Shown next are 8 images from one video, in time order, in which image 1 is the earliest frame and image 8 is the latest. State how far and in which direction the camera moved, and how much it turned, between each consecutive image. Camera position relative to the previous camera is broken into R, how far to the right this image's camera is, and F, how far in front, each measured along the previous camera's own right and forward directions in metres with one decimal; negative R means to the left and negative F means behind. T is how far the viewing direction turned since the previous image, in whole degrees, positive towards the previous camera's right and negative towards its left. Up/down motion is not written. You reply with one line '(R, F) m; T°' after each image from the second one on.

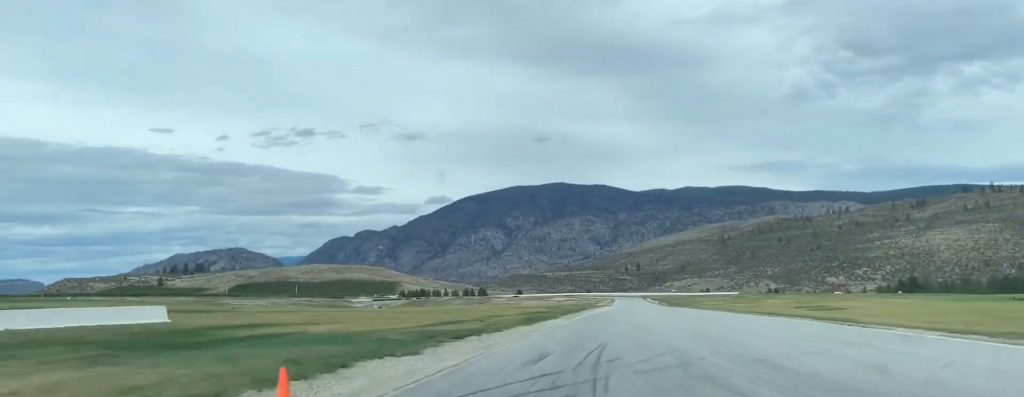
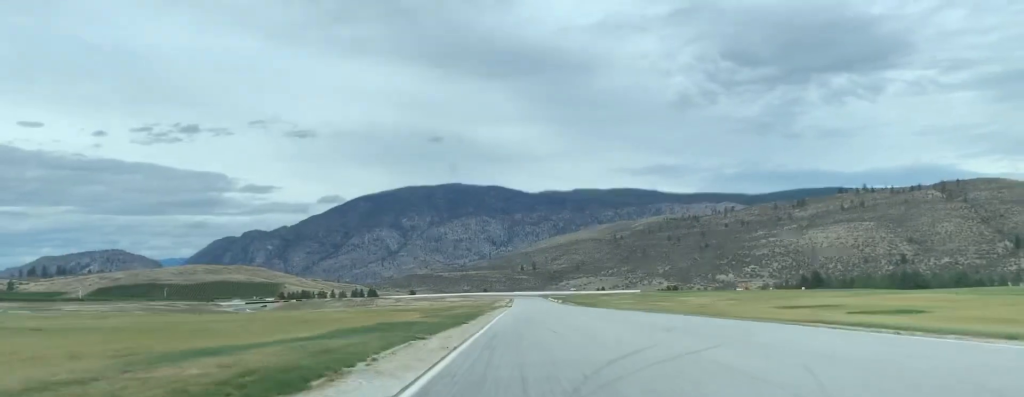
(+5.6, +32.7) m; +17°
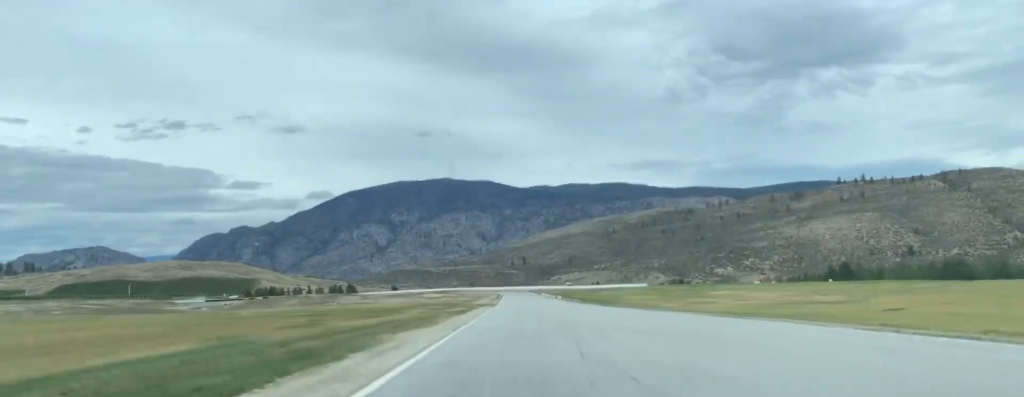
(+7.1, +47.8) m; +12°
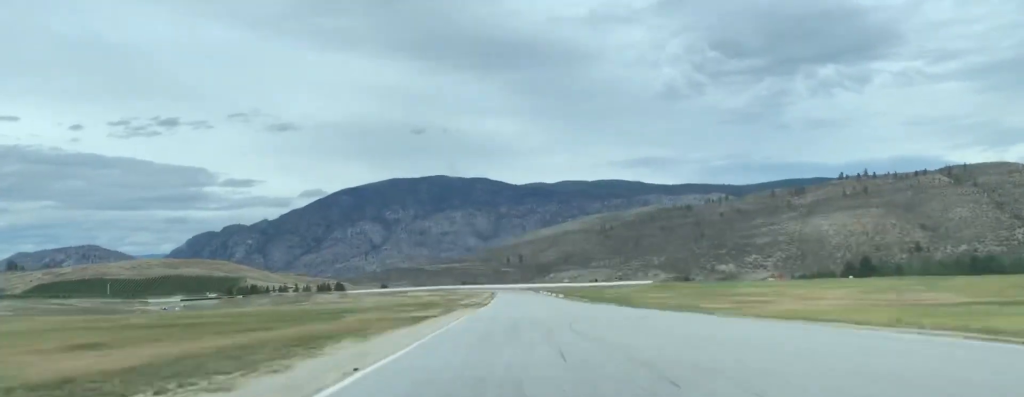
(+0.7, +26.0) m; +1°
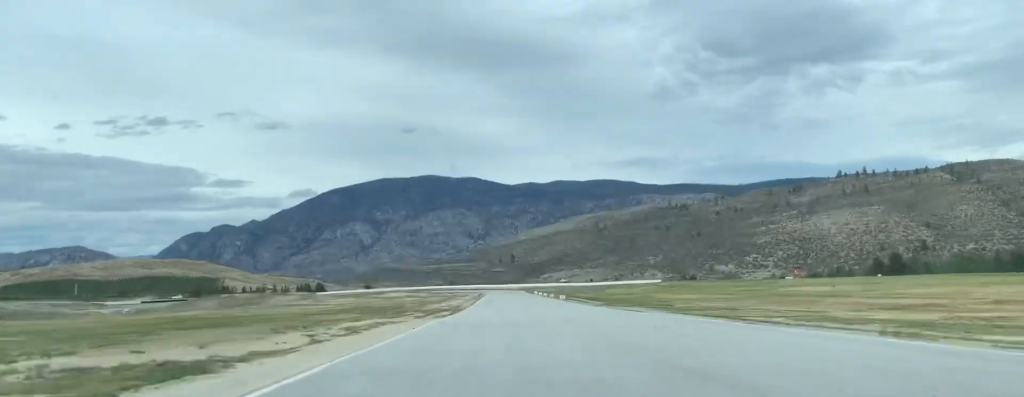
(-0.2, +35.8) m; -1°
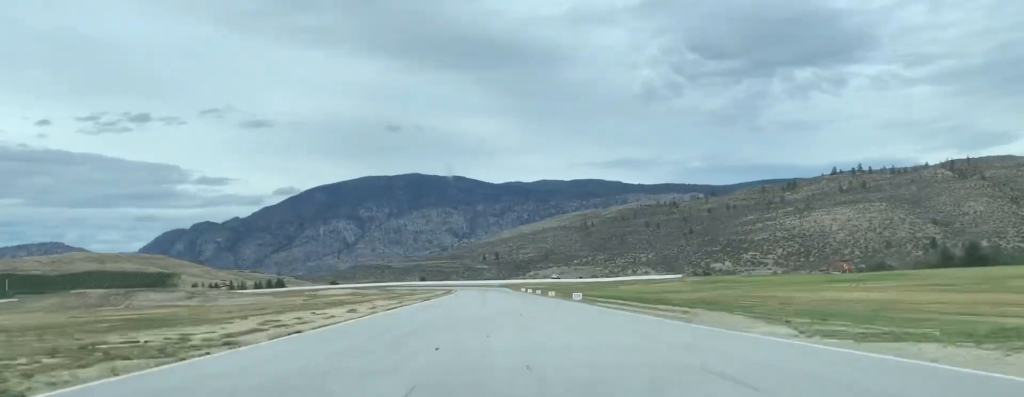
(-0.5, +66.3) m; -1°
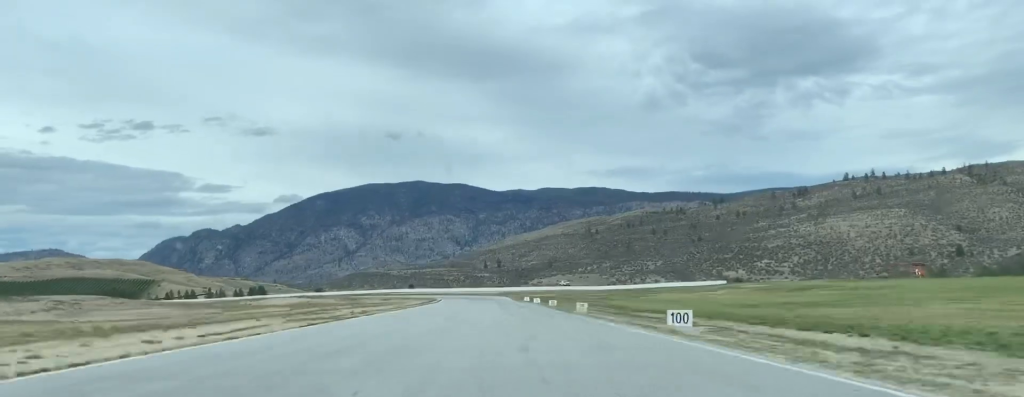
(-0.1, +44.5) m; -1°
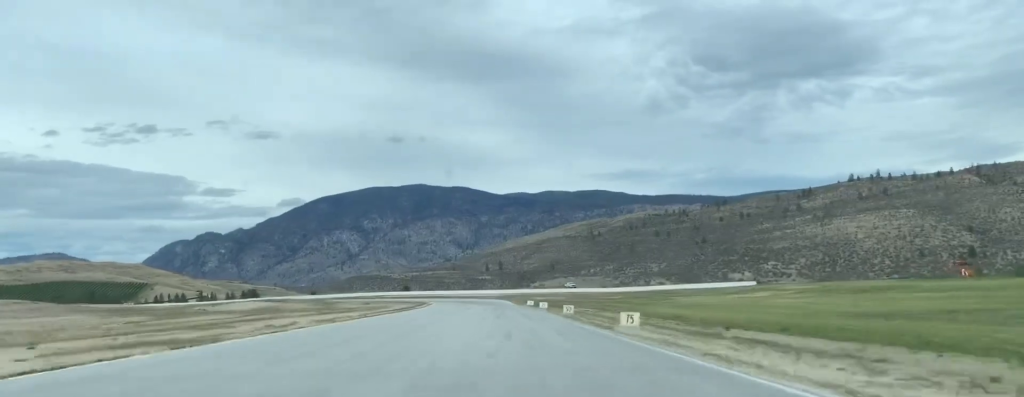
(0.0, +21.5) m; -1°
